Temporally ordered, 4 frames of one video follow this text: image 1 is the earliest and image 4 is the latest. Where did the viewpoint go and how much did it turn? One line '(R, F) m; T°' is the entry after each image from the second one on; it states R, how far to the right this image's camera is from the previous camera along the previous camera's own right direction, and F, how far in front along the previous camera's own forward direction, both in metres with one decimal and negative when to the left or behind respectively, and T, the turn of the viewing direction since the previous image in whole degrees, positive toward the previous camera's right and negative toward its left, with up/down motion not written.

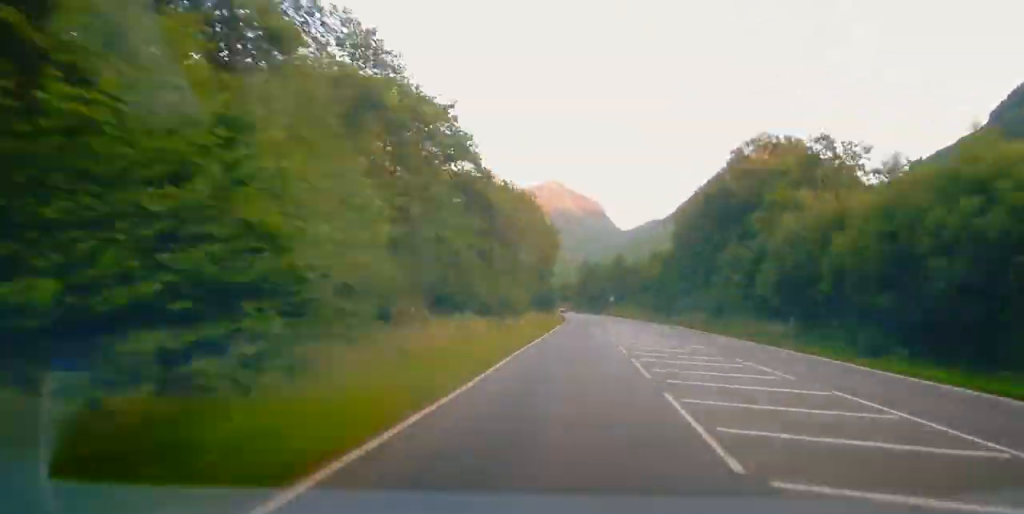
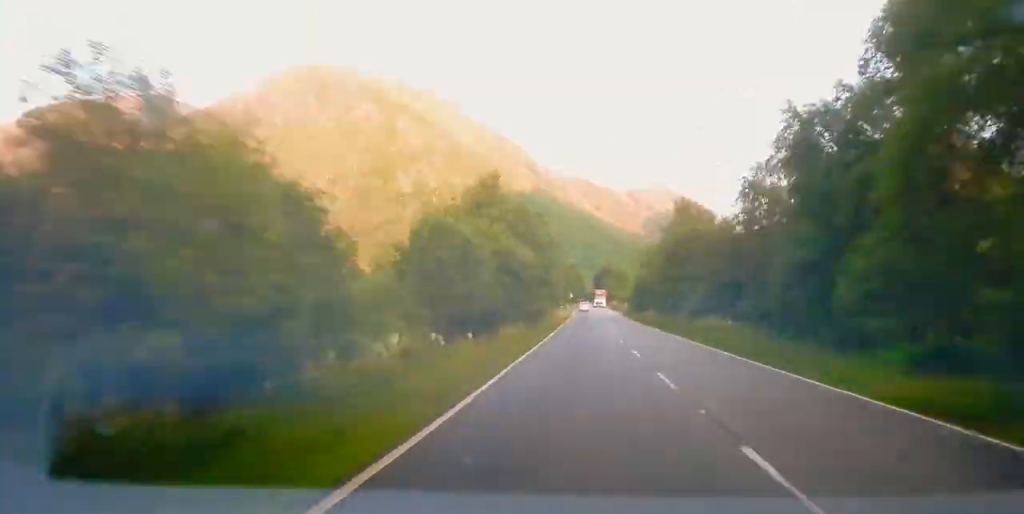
(-34.4, +573.9) m; -4°
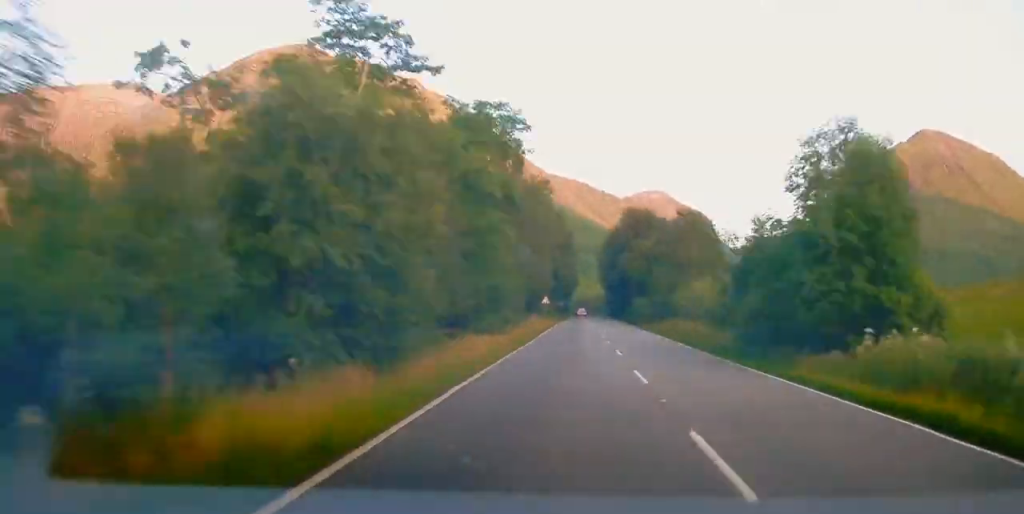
(-0.3, +211.0) m; -1°
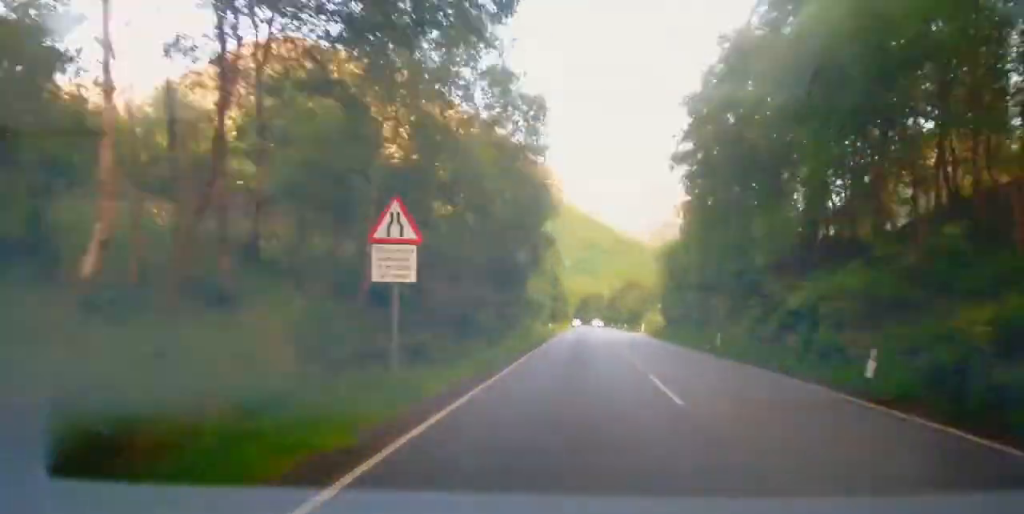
(+1.2, +122.0) m; -3°
